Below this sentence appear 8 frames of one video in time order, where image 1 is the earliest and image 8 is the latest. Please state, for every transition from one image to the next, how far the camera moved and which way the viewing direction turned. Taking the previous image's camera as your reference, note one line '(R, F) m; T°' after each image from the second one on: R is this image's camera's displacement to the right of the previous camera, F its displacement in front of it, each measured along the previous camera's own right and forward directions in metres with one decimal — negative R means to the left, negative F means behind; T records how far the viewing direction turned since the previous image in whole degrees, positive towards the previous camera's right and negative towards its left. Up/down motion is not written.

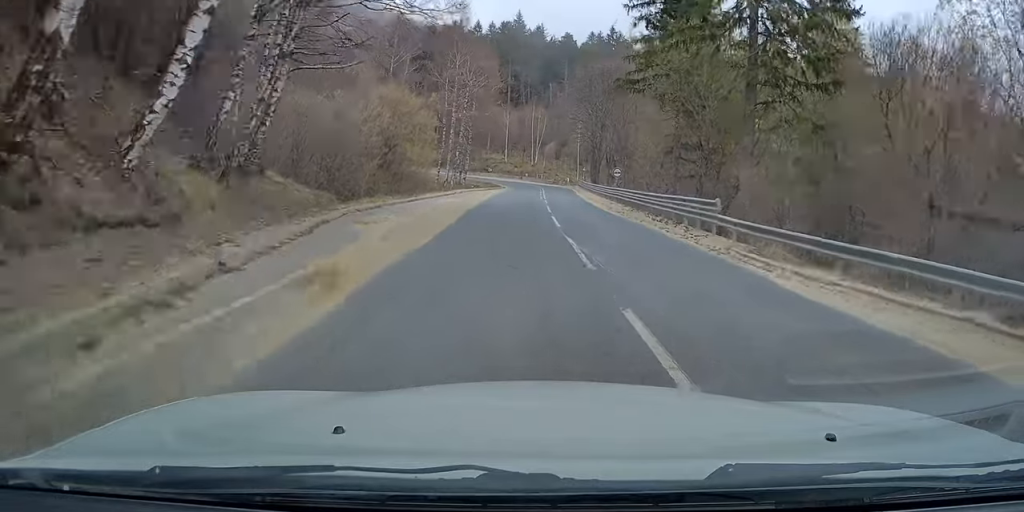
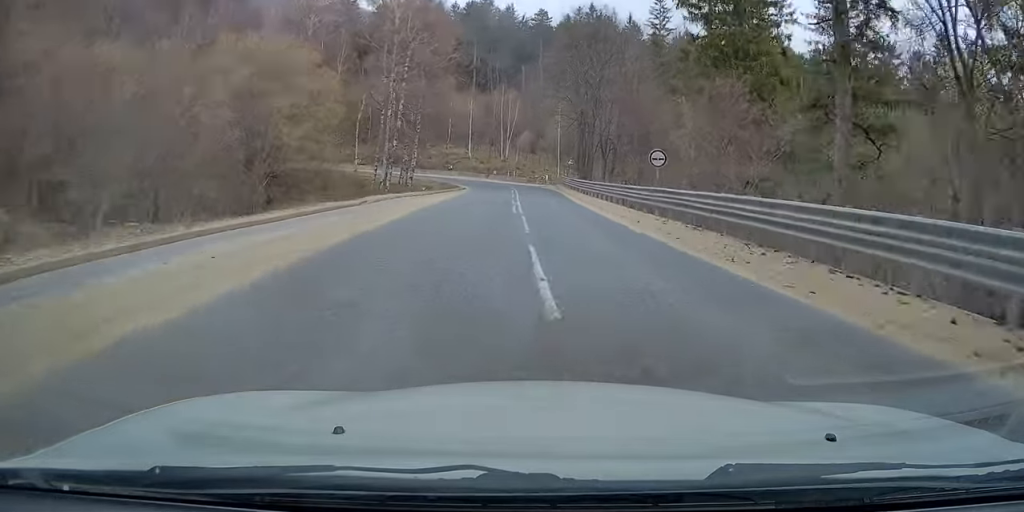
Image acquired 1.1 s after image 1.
(+0.5, +22.8) m; +1°
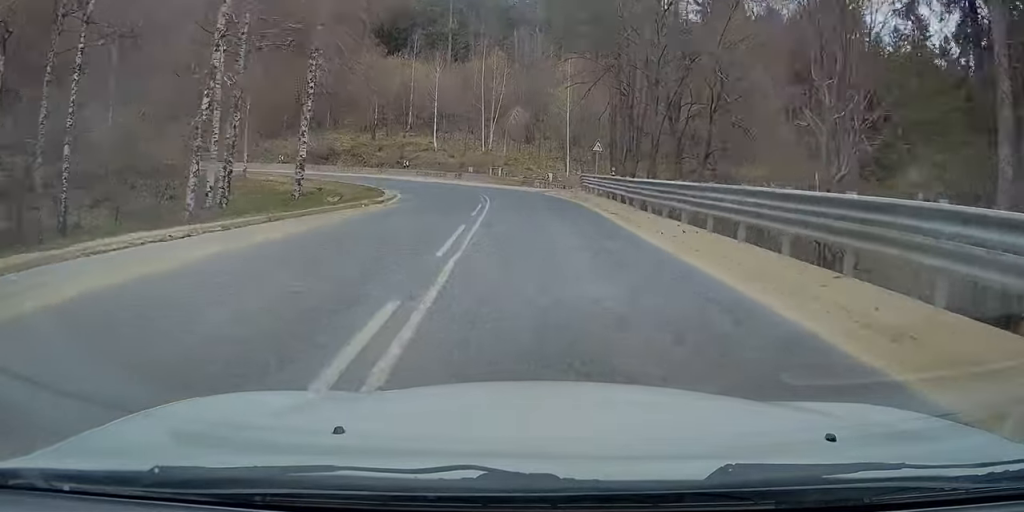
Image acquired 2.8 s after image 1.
(+0.9, +33.8) m; +3°
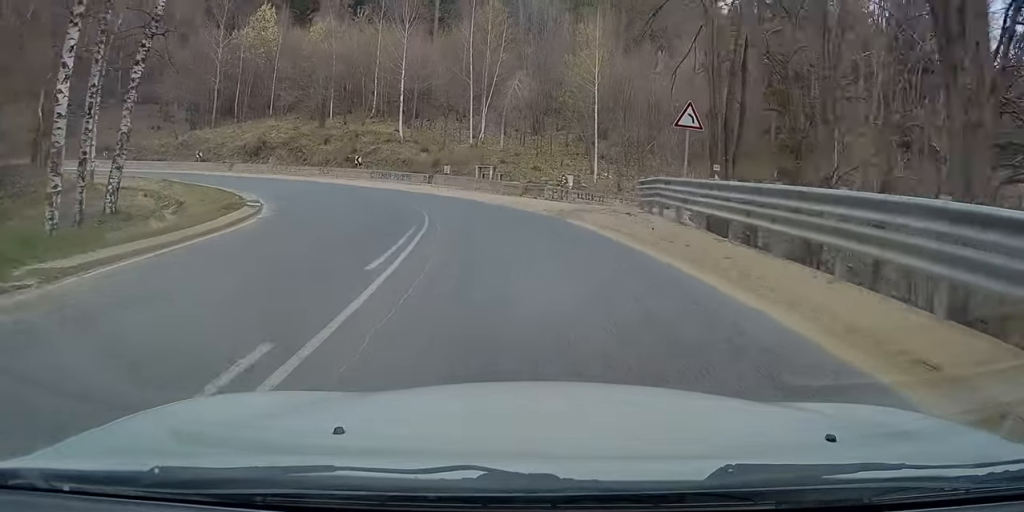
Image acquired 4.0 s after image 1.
(-0.1, +22.1) m; -4°
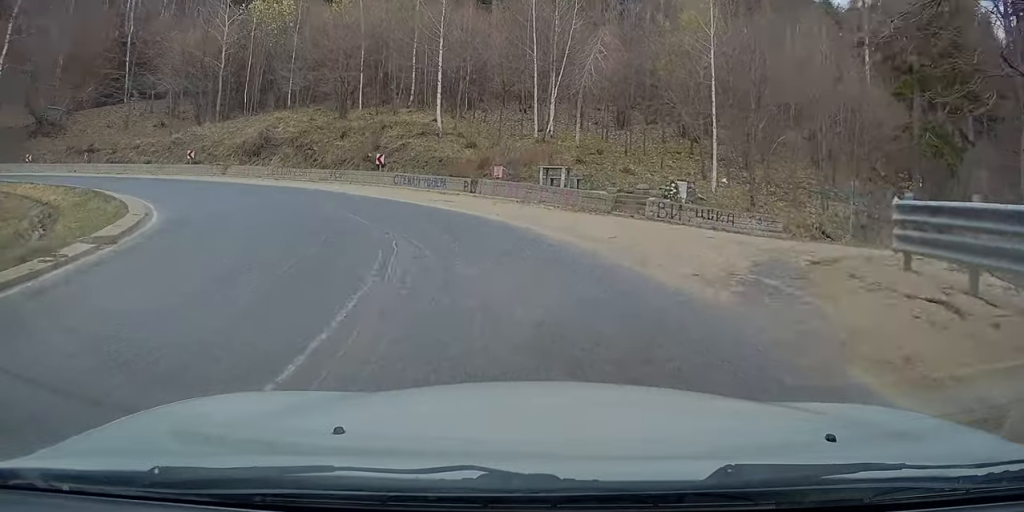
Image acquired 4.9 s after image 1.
(-0.8, +12.8) m; -7°
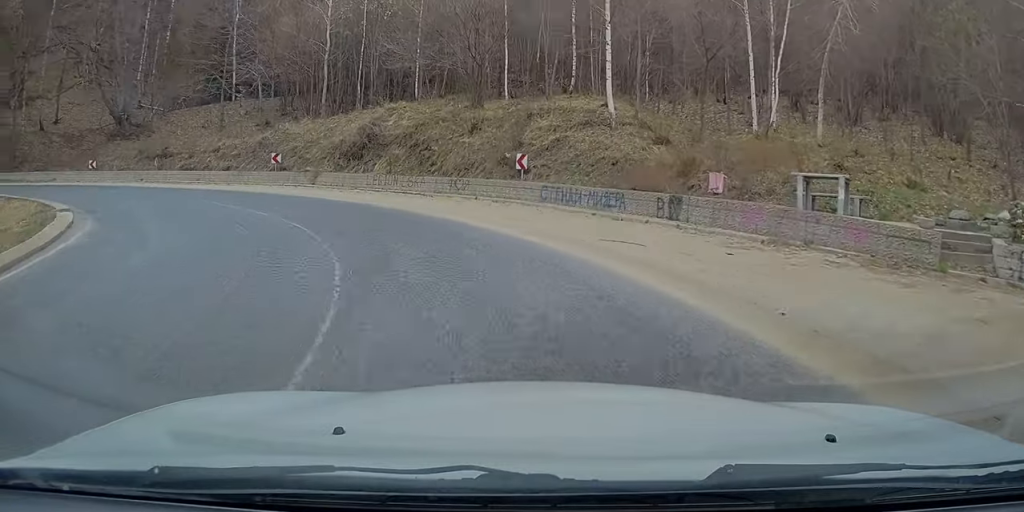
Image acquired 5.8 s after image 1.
(-1.1, +12.9) m; -7°
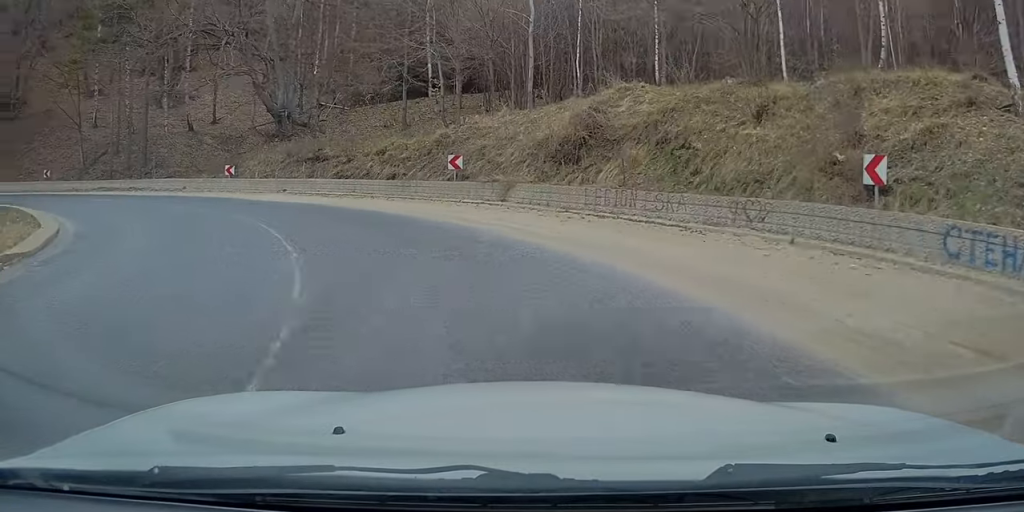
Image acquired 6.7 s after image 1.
(-0.8, +12.7) m; -15°
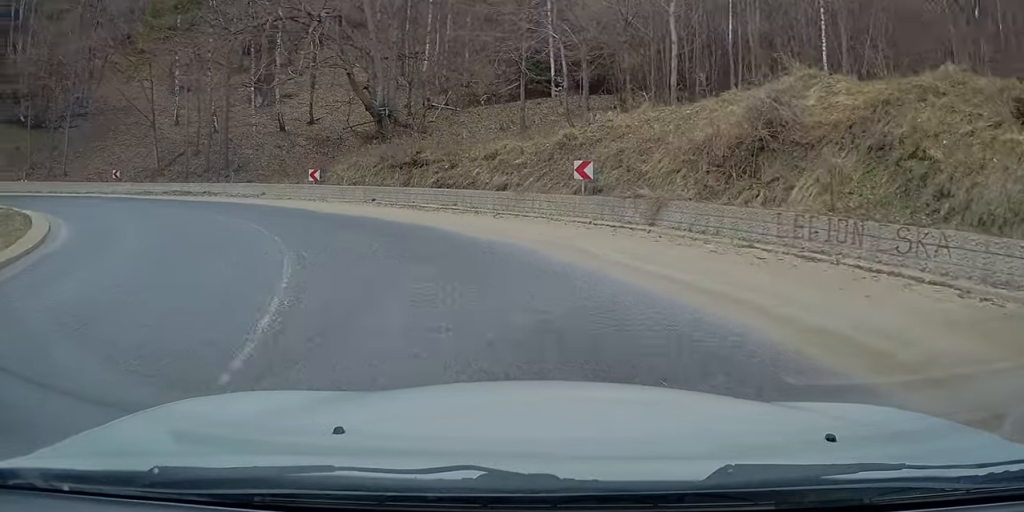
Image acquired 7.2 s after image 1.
(-0.1, +6.3) m; -10°
